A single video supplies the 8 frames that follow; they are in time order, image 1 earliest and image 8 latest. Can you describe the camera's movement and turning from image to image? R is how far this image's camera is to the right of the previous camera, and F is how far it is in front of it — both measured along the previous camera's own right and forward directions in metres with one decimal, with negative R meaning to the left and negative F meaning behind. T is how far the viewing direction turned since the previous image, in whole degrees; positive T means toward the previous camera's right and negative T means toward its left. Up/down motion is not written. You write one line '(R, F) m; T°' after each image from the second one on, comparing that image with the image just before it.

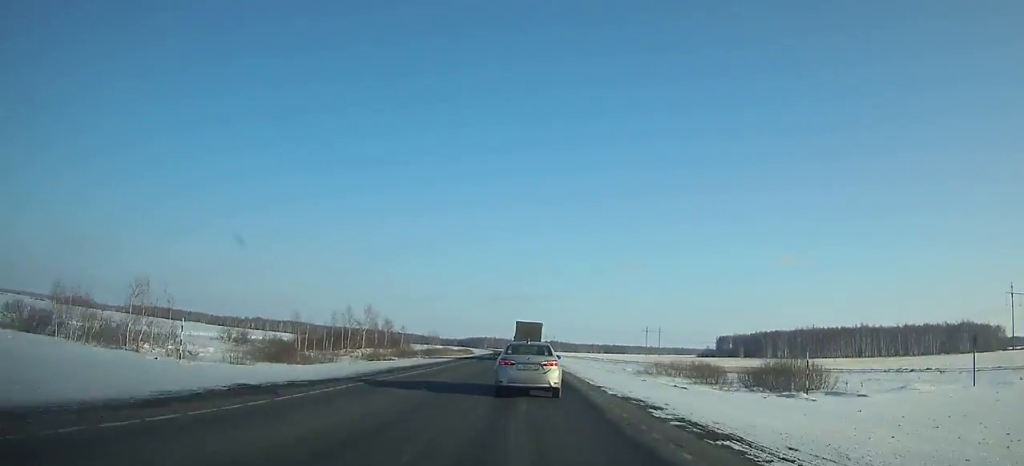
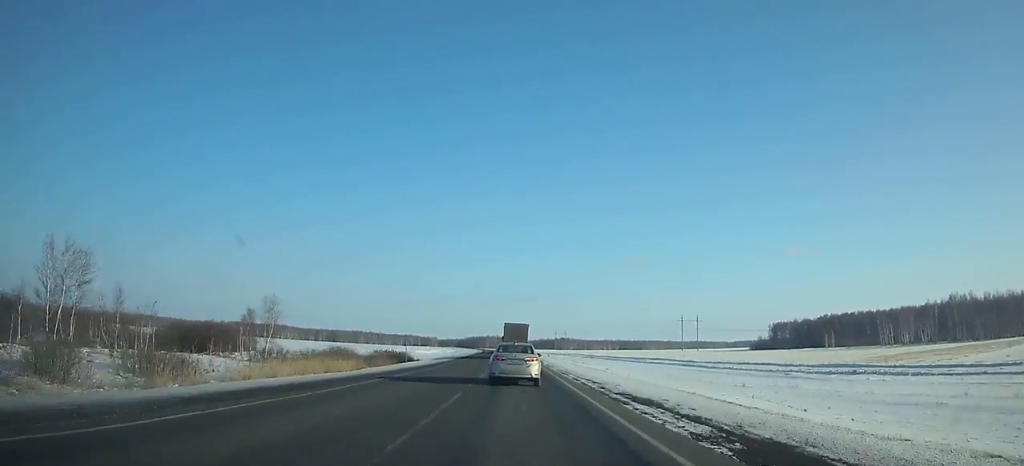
(-1.2, +107.1) m; -1°
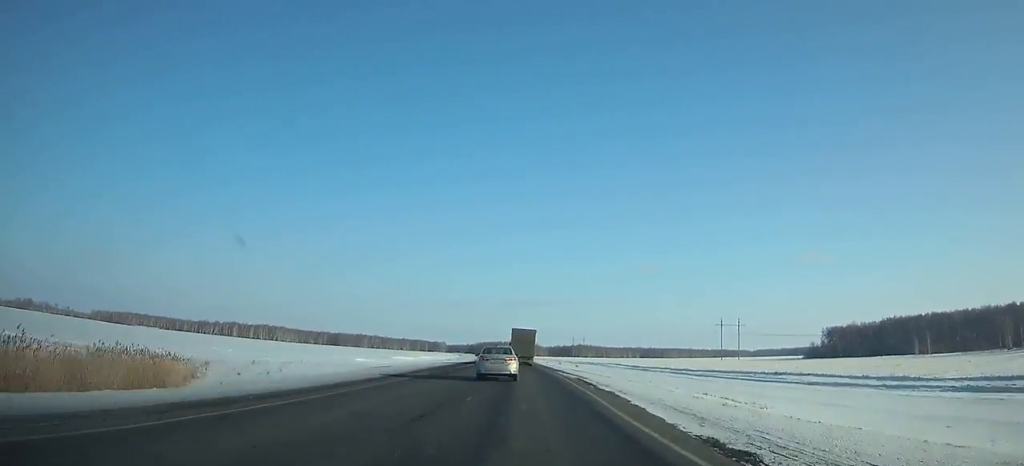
(-0.5, +61.4) m; -1°
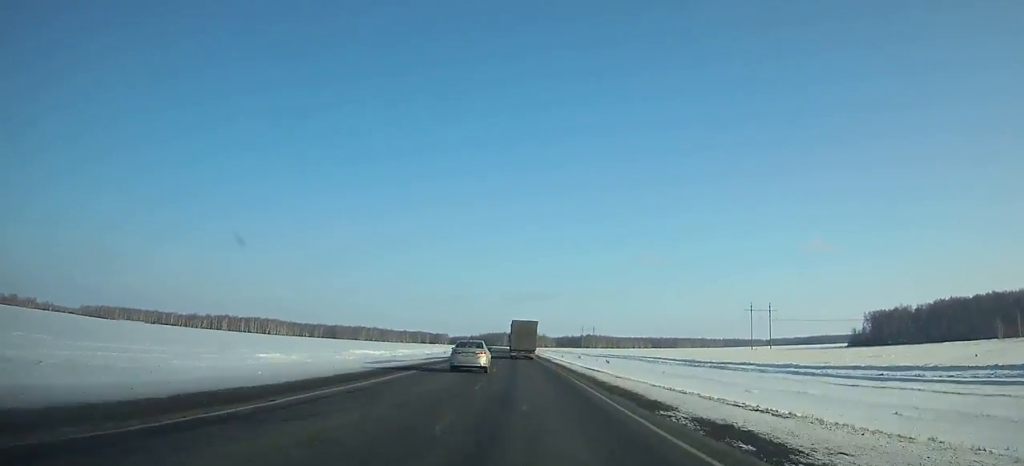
(-0.1, +43.4) m; -1°
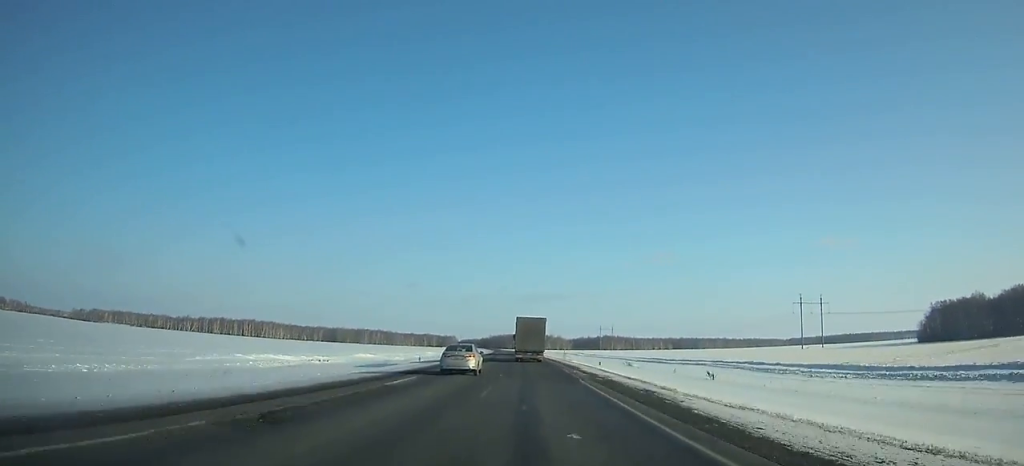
(-0.3, +49.0) m; -1°
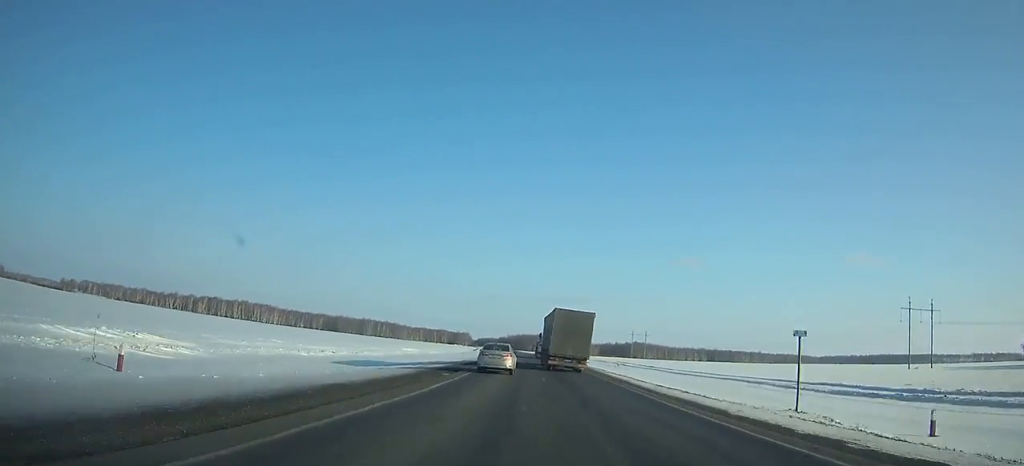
(-1.4, +76.9) m; -1°
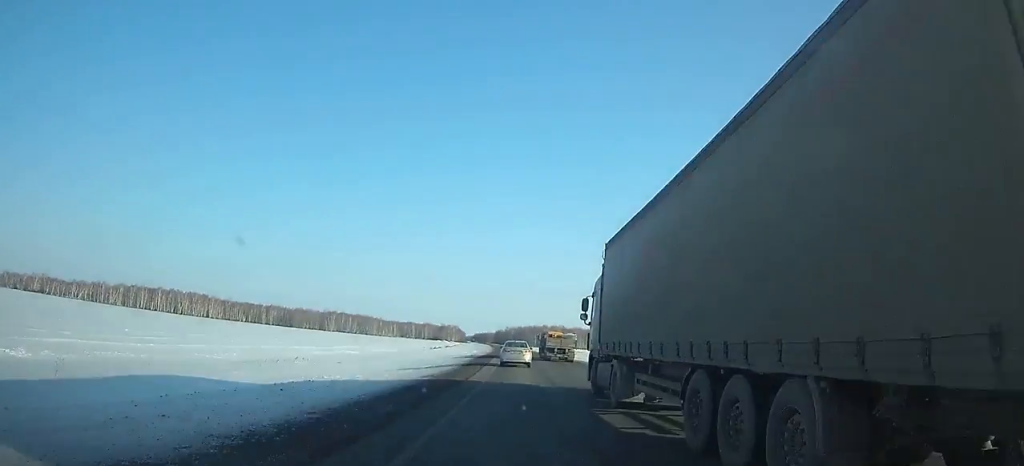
(-1.7, +139.7) m; -1°
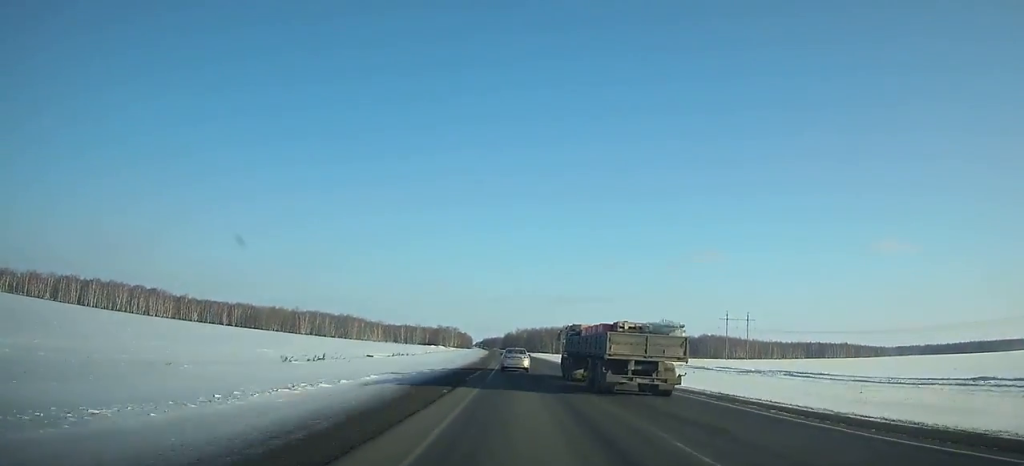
(-0.9, +96.9) m; -1°
